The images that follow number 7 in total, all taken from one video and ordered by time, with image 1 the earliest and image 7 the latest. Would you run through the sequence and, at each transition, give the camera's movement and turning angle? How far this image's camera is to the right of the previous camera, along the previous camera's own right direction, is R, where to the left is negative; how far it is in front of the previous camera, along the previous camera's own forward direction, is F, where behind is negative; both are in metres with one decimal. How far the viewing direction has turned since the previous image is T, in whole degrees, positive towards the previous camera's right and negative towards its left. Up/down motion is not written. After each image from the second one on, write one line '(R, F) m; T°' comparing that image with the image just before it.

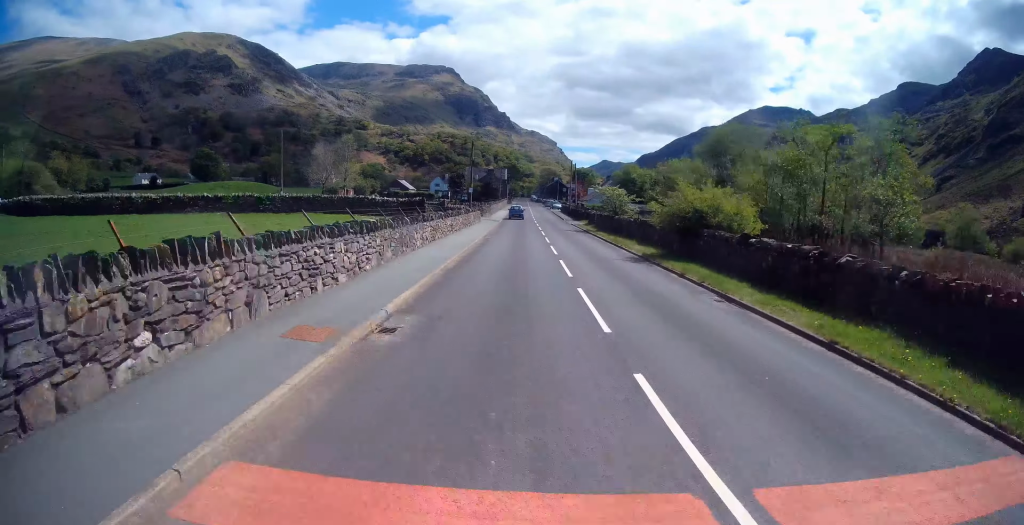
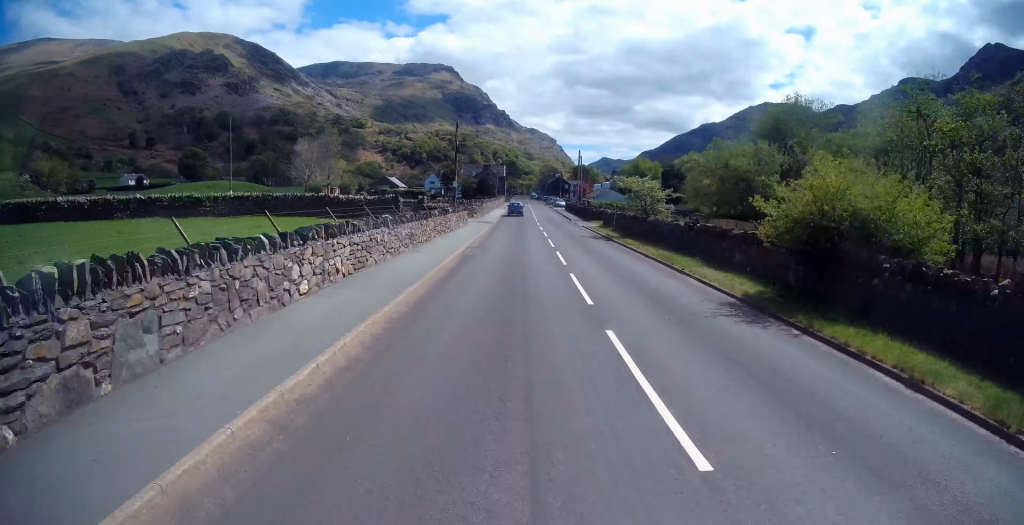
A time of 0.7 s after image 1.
(-0.2, +10.6) m; -2°
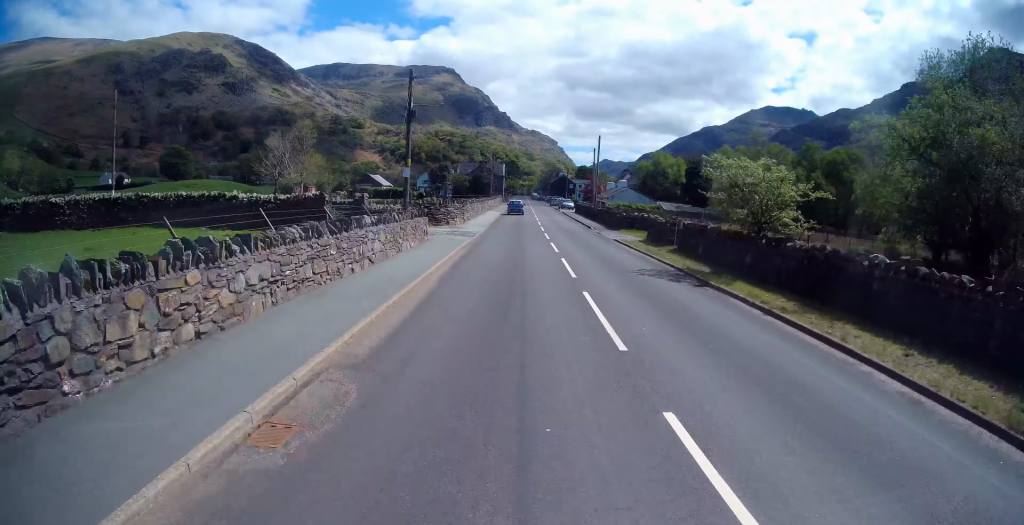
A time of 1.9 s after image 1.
(-0.3, +15.8) m; 0°
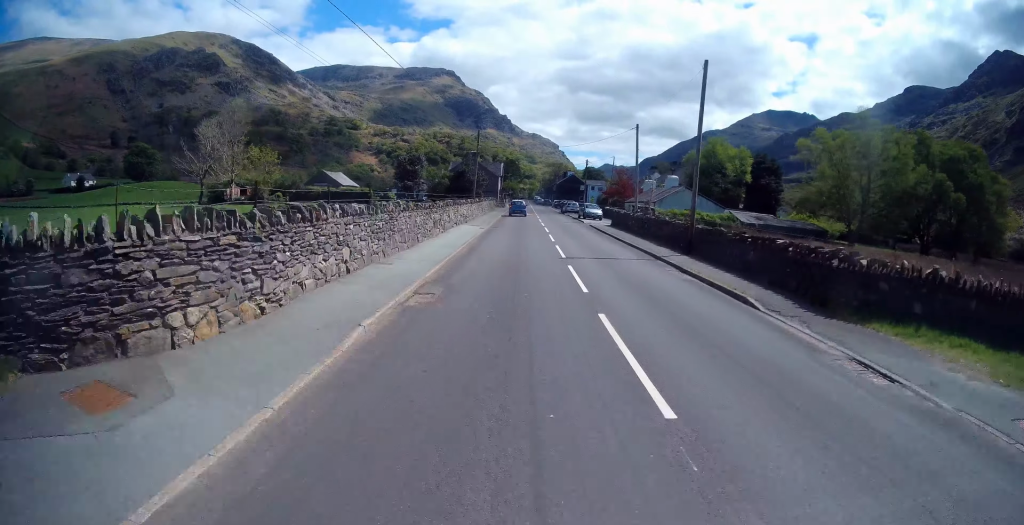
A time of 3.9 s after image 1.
(+0.5, +27.0) m; +2°
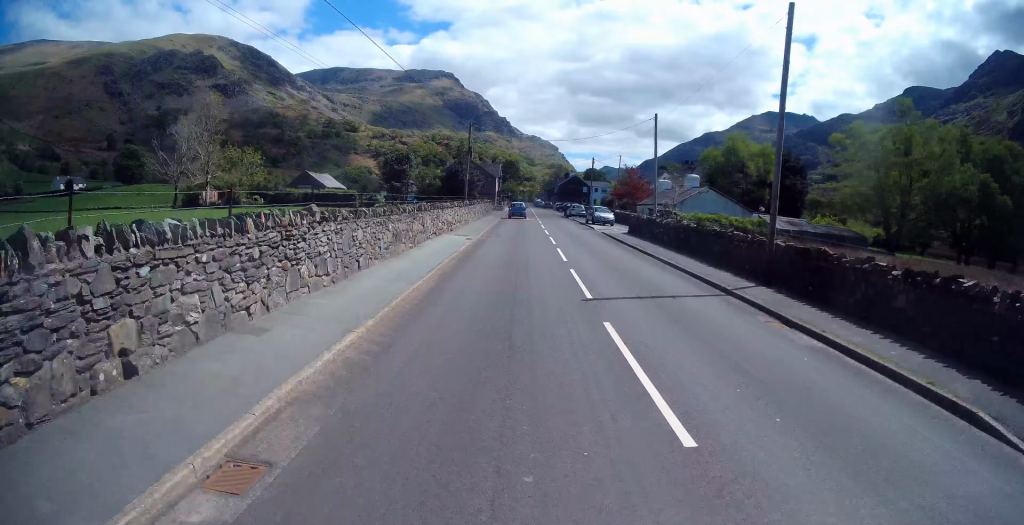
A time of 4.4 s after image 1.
(-0.1, +6.9) m; 0°
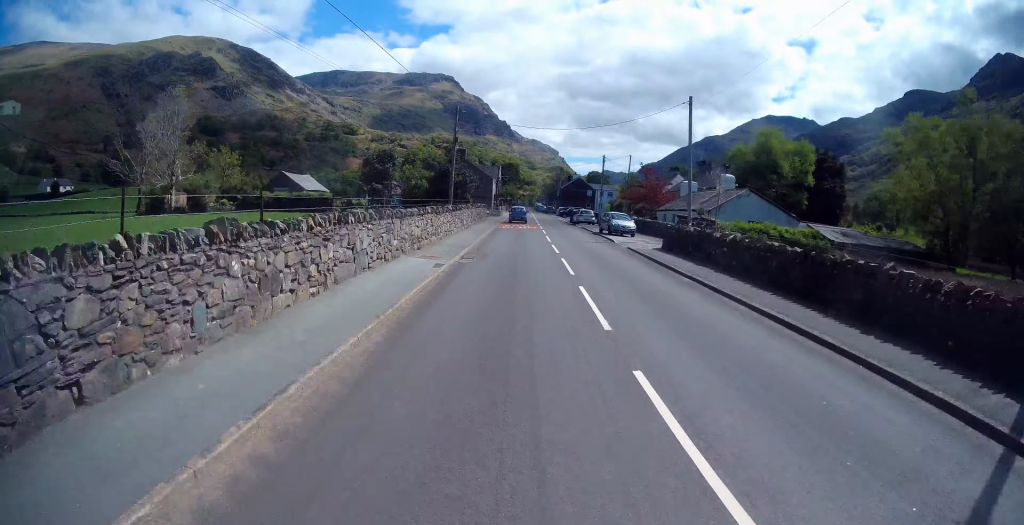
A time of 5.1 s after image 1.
(+0.1, +8.5) m; +1°
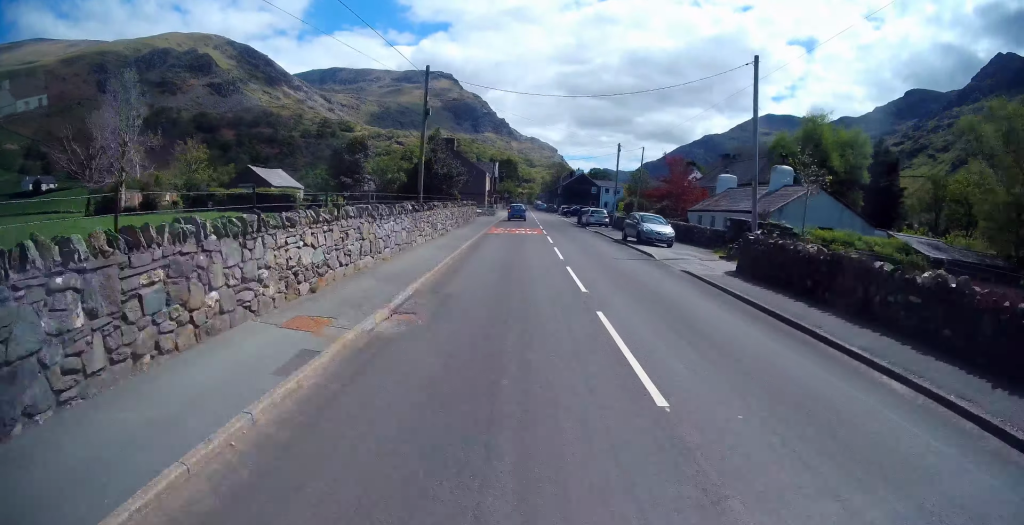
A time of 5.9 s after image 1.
(0.0, +9.6) m; 0°
